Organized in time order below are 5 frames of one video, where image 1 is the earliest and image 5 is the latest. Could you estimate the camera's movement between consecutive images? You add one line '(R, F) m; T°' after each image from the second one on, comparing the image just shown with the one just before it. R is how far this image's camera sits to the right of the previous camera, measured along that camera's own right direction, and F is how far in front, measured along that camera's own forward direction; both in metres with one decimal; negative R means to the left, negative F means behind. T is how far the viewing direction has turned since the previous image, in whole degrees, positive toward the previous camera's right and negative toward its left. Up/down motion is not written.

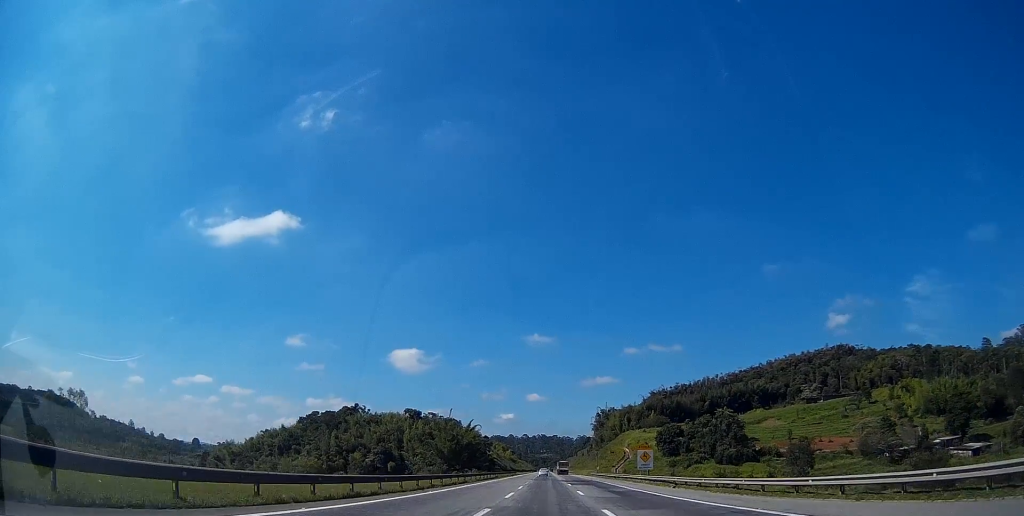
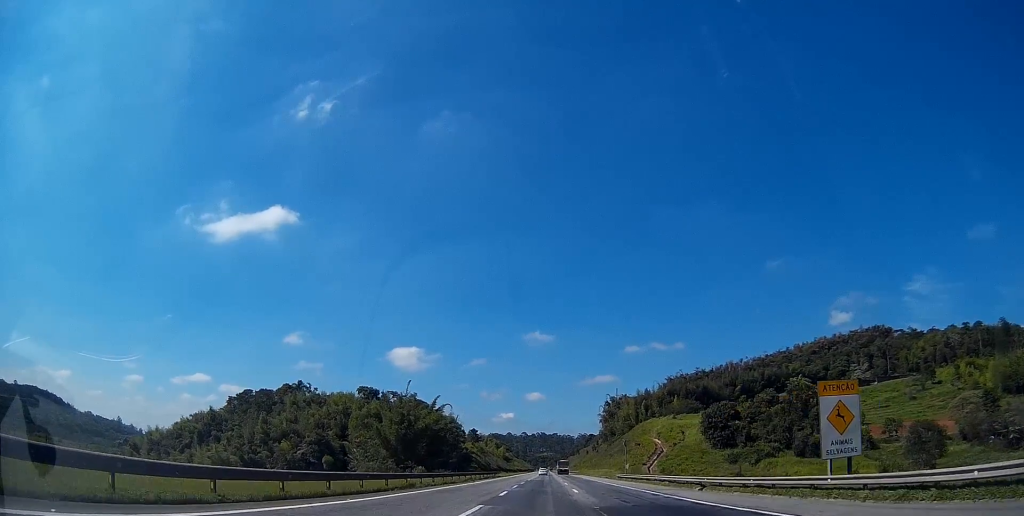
(+0.6, +47.2) m; +1°
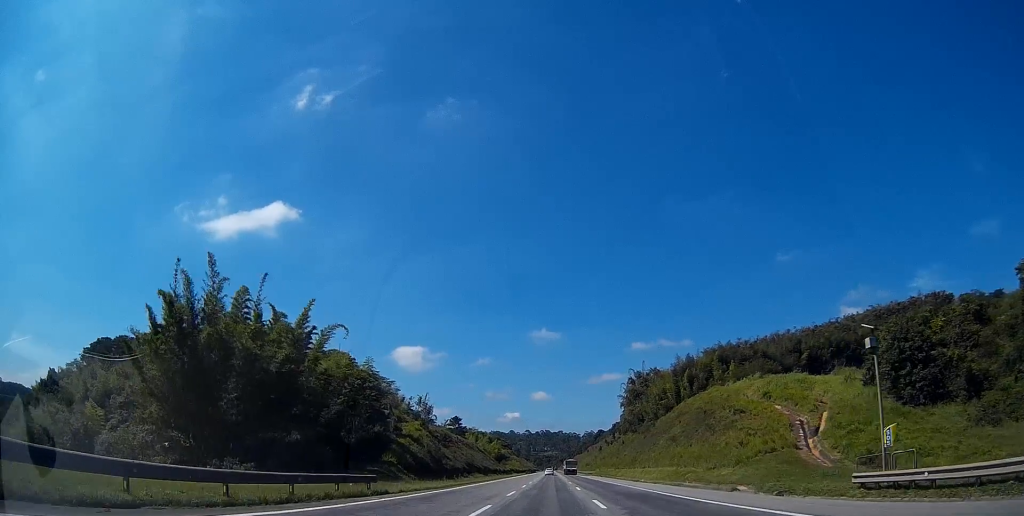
(-0.4, +57.6) m; 0°
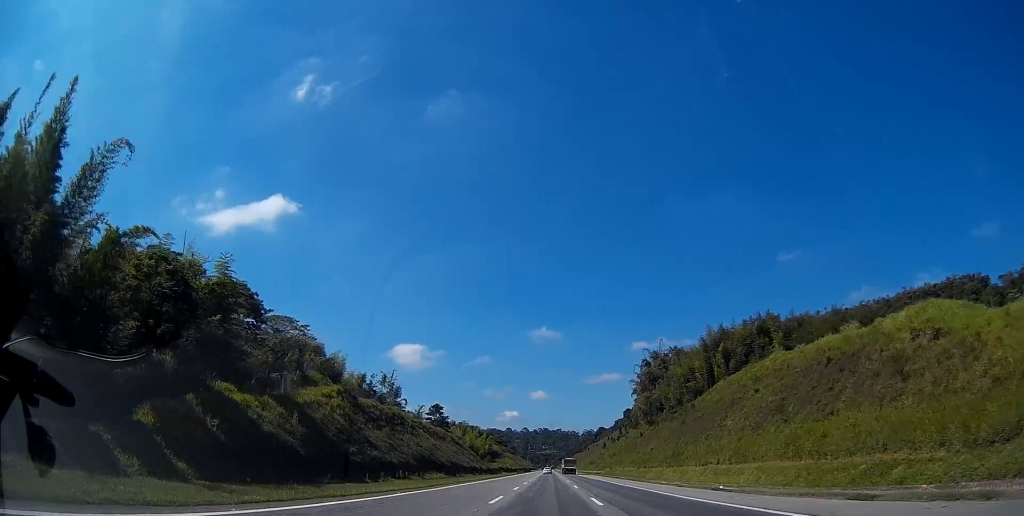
(+0.5, +33.4) m; 0°
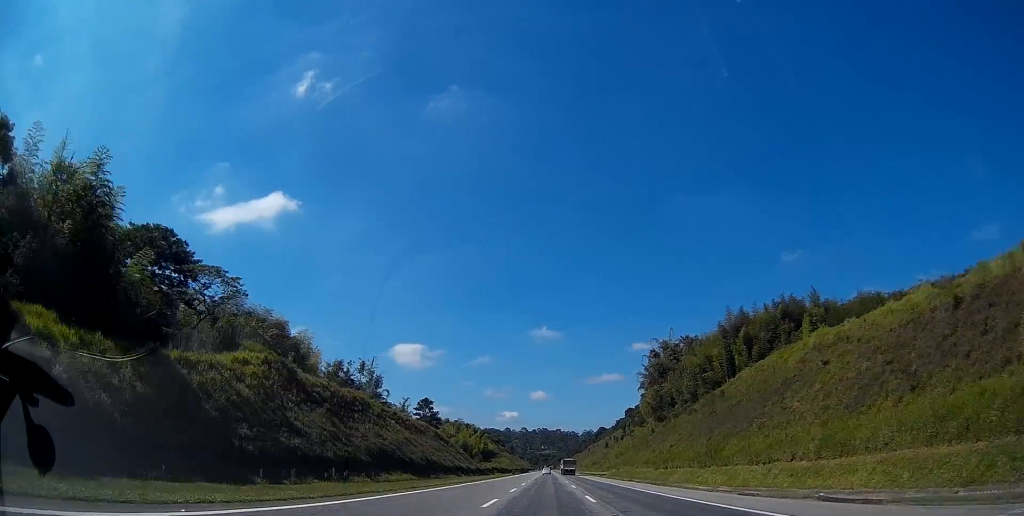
(0.0, +15.0) m; 0°
